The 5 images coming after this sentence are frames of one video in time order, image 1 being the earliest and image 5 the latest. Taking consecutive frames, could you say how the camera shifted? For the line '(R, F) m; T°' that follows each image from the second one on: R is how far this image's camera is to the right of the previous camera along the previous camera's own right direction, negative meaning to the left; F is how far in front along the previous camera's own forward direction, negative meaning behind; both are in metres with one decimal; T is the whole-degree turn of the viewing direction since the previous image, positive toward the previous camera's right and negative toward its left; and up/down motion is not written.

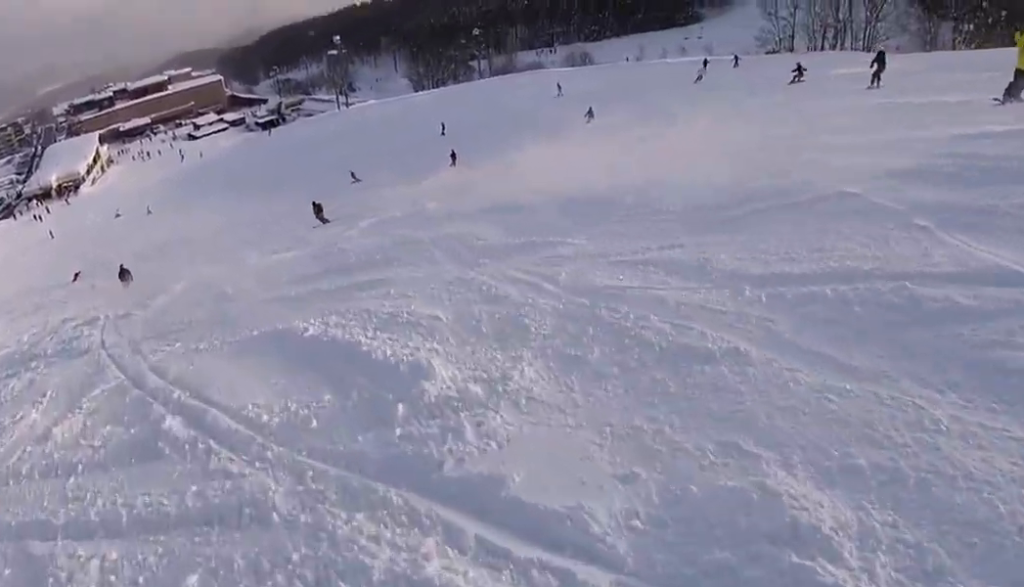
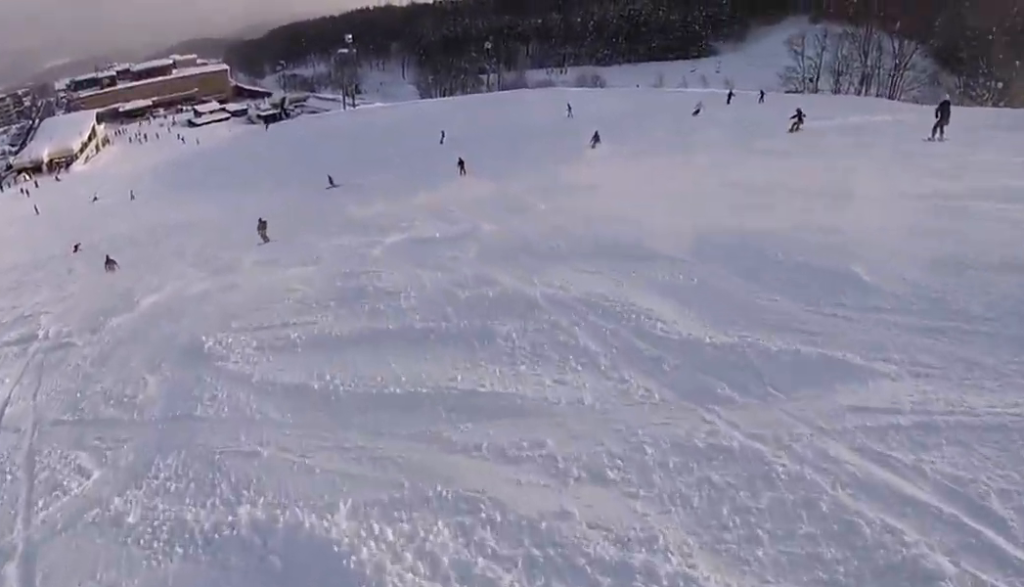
(+0.6, +3.8) m; +4°
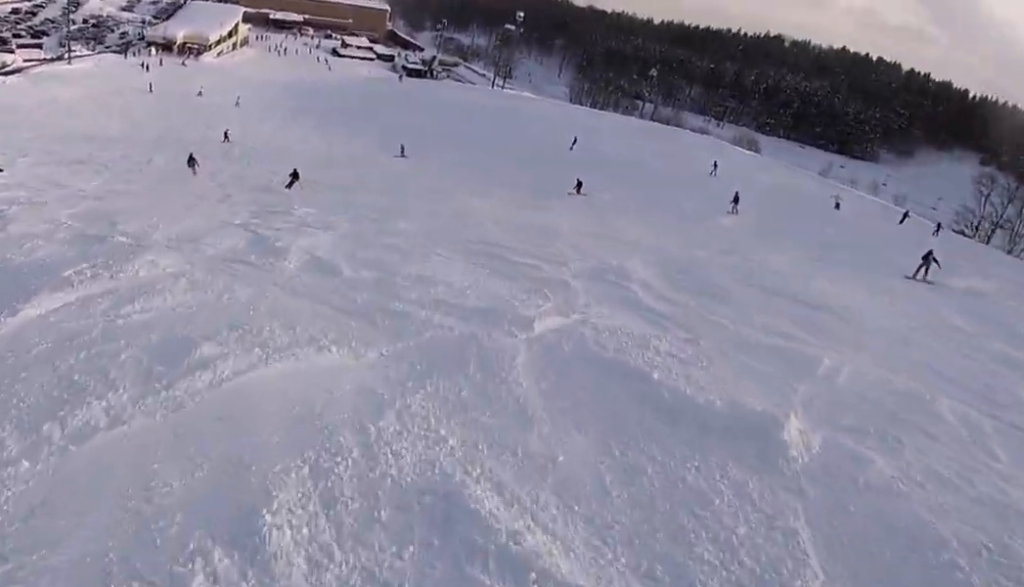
(-0.6, +7.4) m; -7°
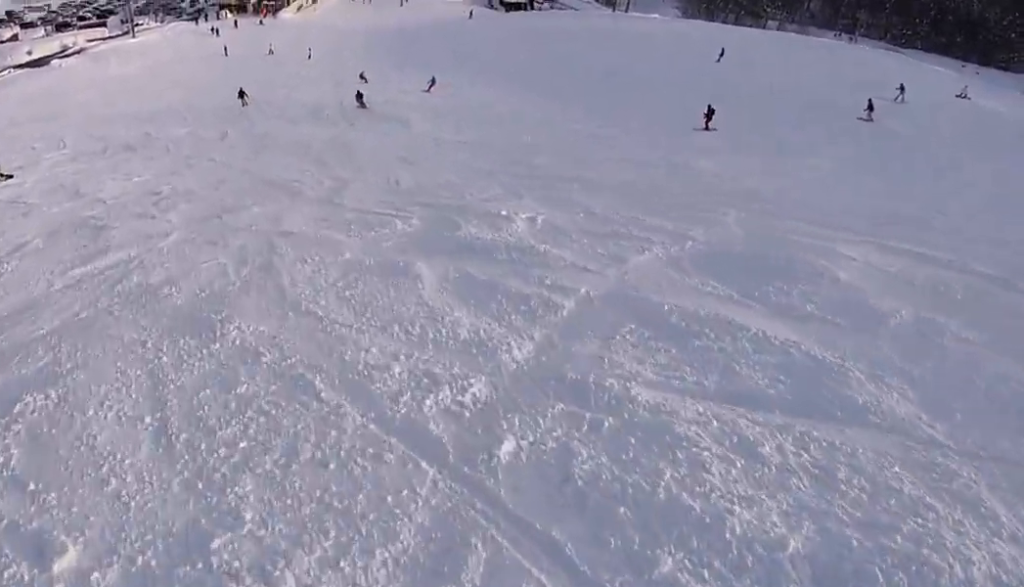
(-0.6, +15.1) m; 0°
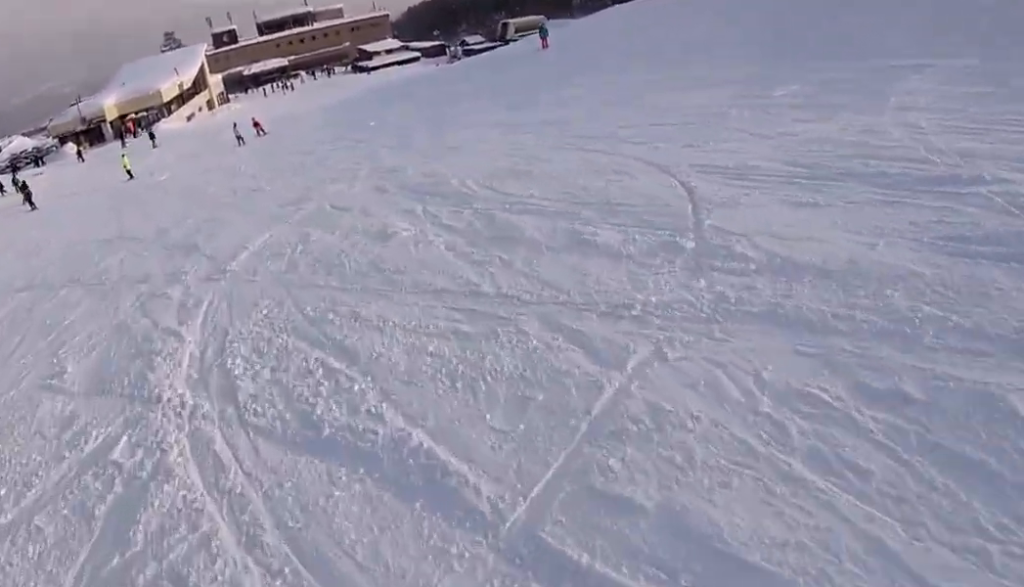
(-2.2, +54.6) m; +5°
